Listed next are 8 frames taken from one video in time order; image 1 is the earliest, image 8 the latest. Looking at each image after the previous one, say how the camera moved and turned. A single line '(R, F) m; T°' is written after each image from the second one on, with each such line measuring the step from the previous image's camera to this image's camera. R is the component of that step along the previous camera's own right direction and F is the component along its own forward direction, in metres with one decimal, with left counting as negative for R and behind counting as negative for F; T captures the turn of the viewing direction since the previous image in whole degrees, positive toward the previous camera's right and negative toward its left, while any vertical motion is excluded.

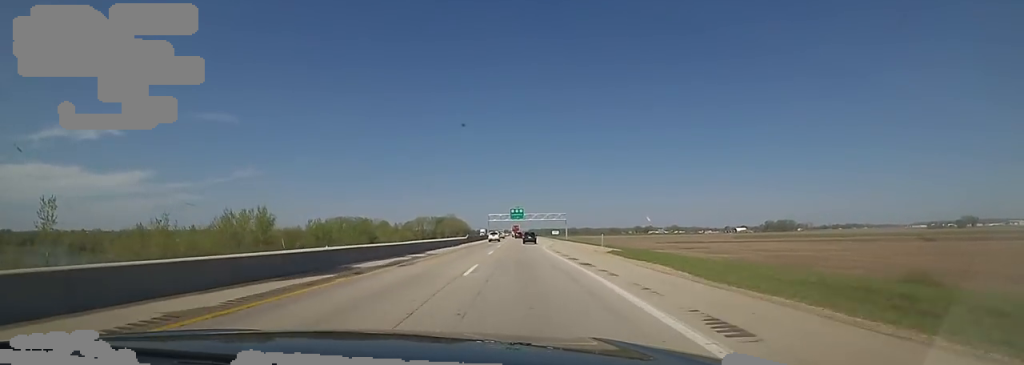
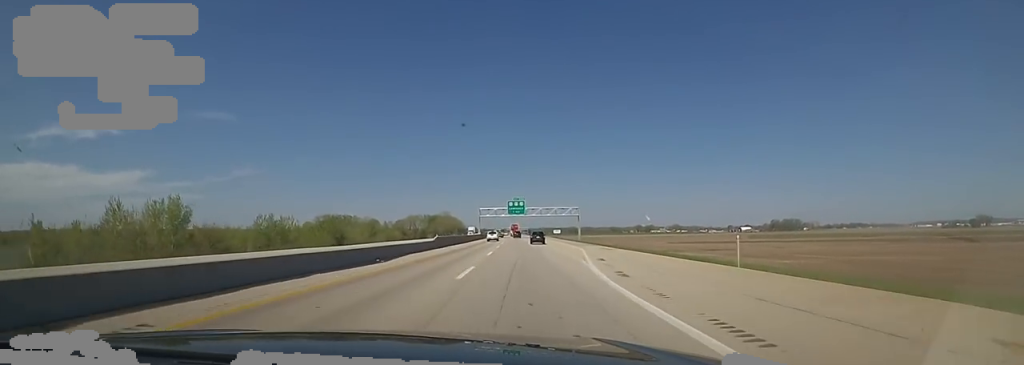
(0.0, +31.5) m; 0°
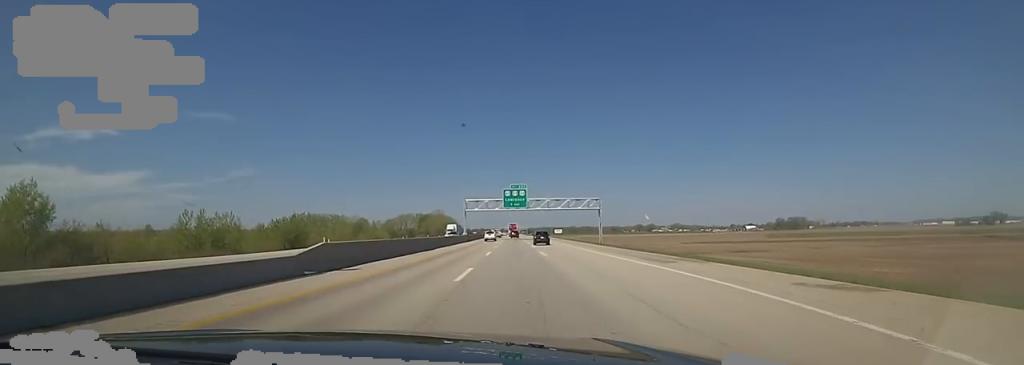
(0.0, +30.2) m; 0°
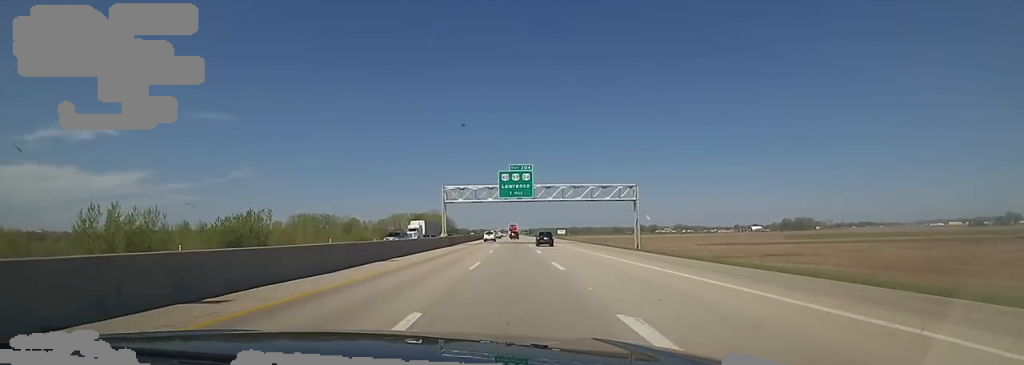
(0.0, +25.4) m; 0°
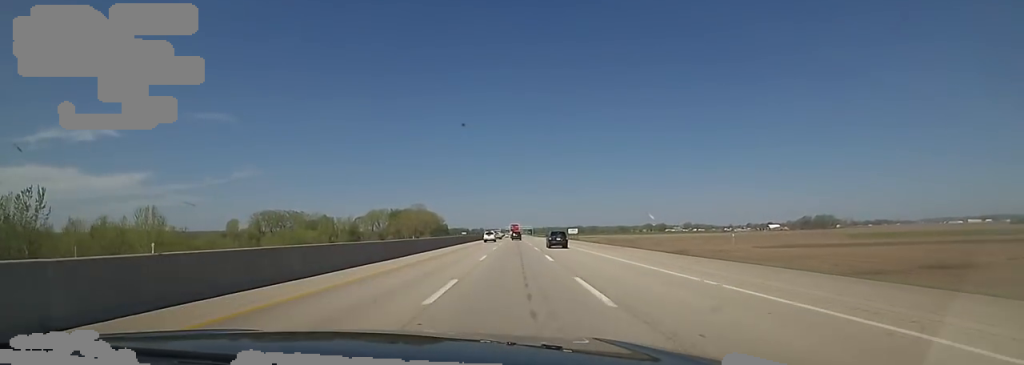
(+1.6, +70.0) m; +3°
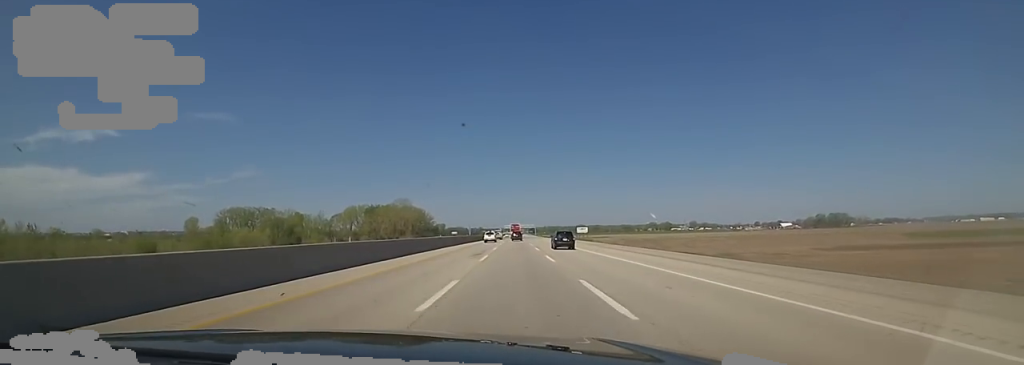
(-0.7, +46.2) m; -2°
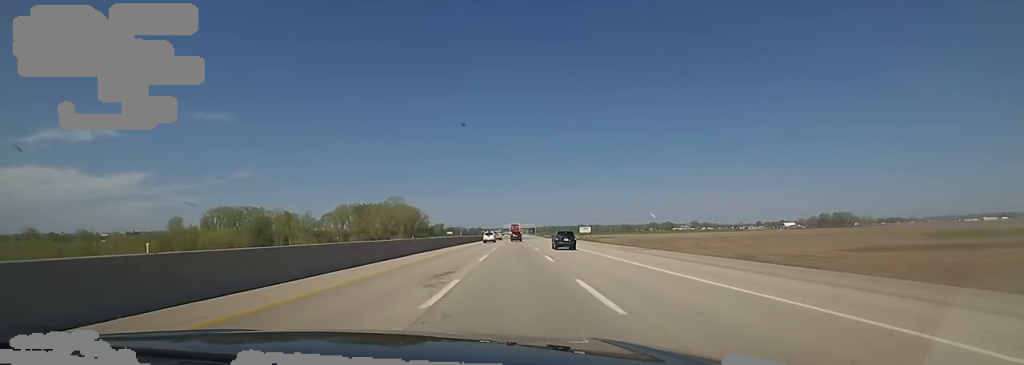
(-0.1, +14.6) m; 0°
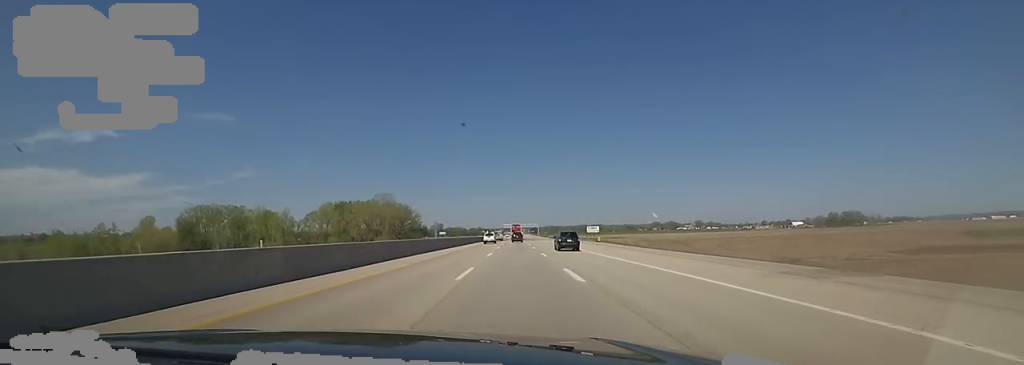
(0.0, +24.7) m; 0°
